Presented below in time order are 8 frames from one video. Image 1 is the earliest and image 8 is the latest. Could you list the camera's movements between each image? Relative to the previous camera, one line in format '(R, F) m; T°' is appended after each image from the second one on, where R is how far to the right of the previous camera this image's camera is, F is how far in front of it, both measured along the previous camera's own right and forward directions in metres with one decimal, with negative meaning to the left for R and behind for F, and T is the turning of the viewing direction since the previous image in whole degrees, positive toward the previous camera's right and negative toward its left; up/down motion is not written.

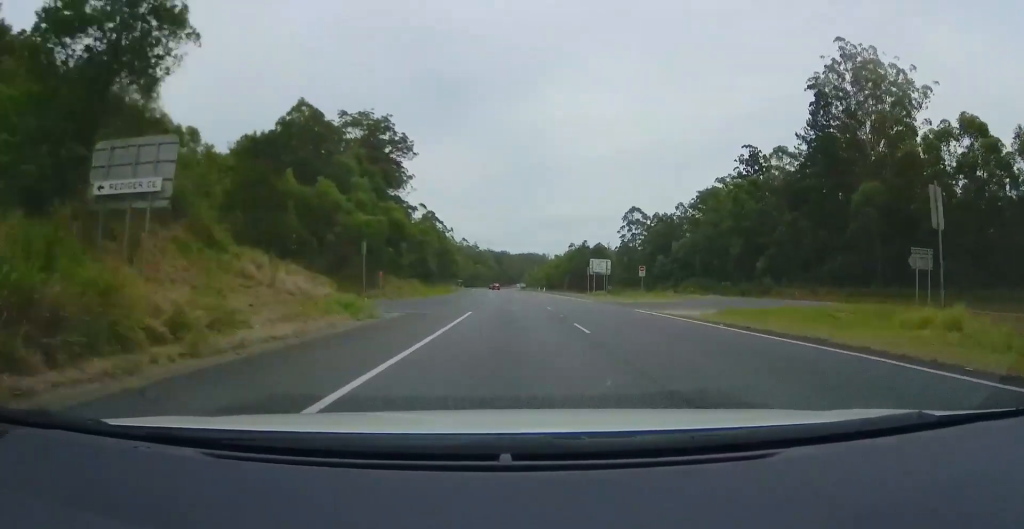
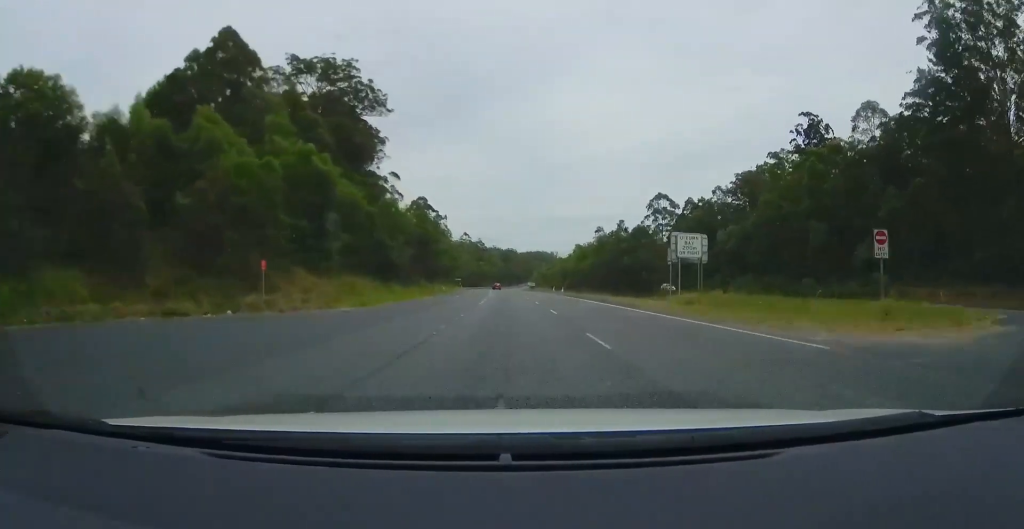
(-0.8, +26.5) m; -2°
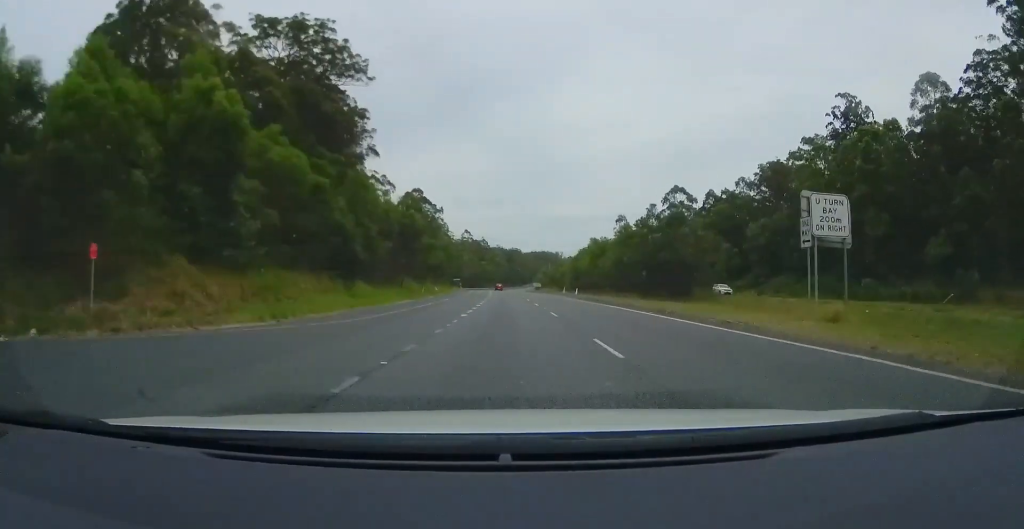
(-0.1, +13.3) m; -1°
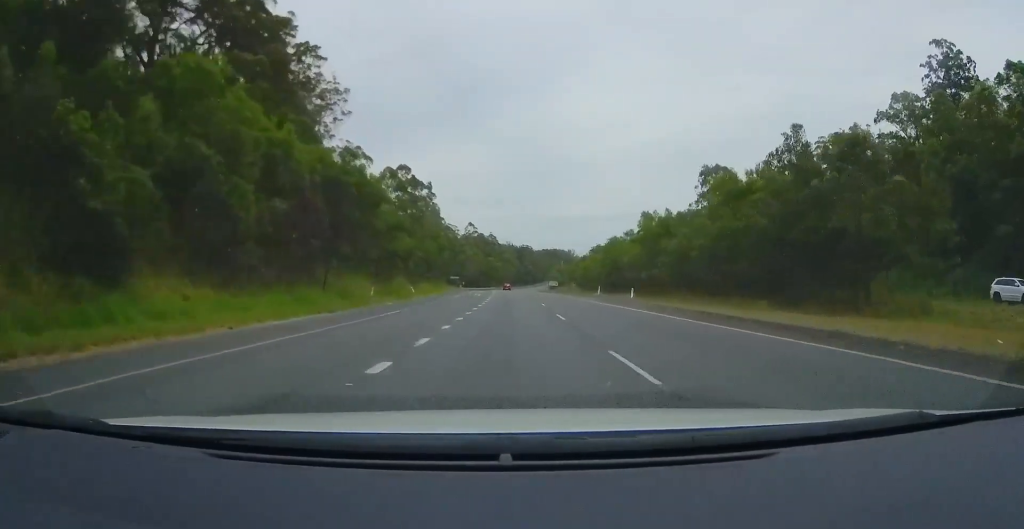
(+0.2, +26.5) m; -1°
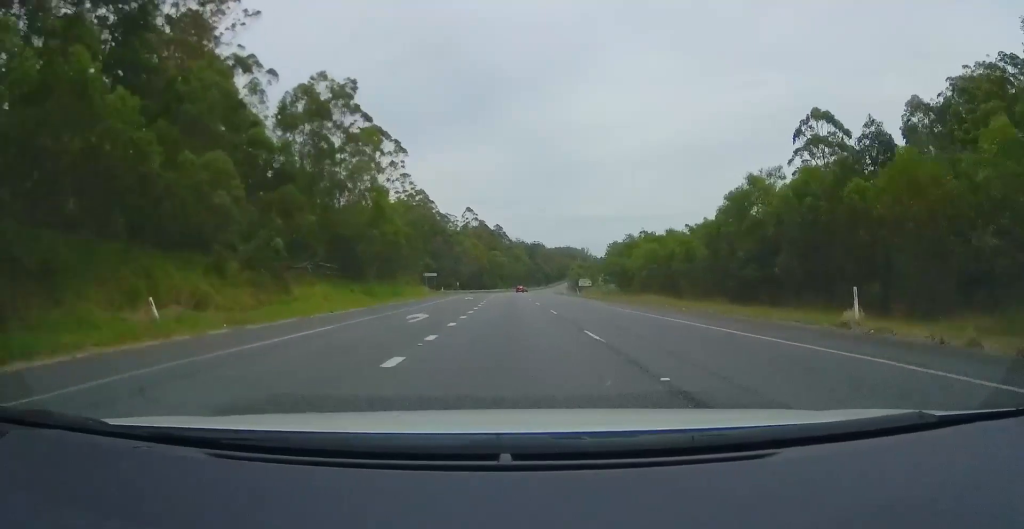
(-0.7, +42.1) m; -1°
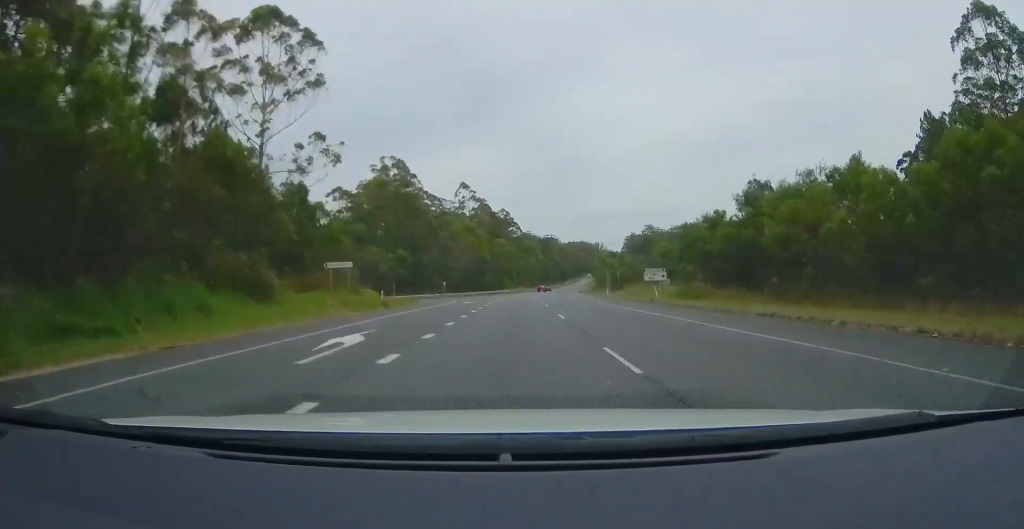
(+0.1, +39.6) m; 0°
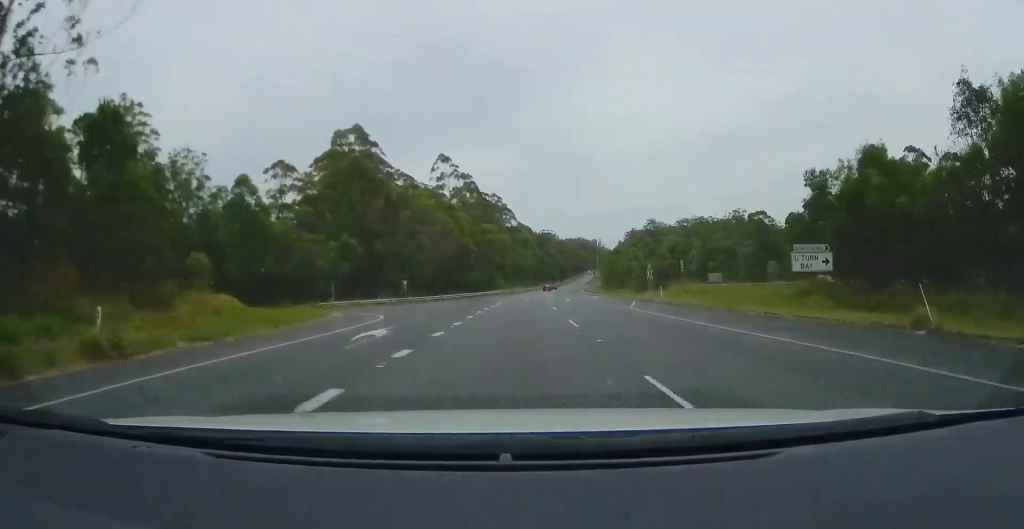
(-0.1, +26.4) m; +1°
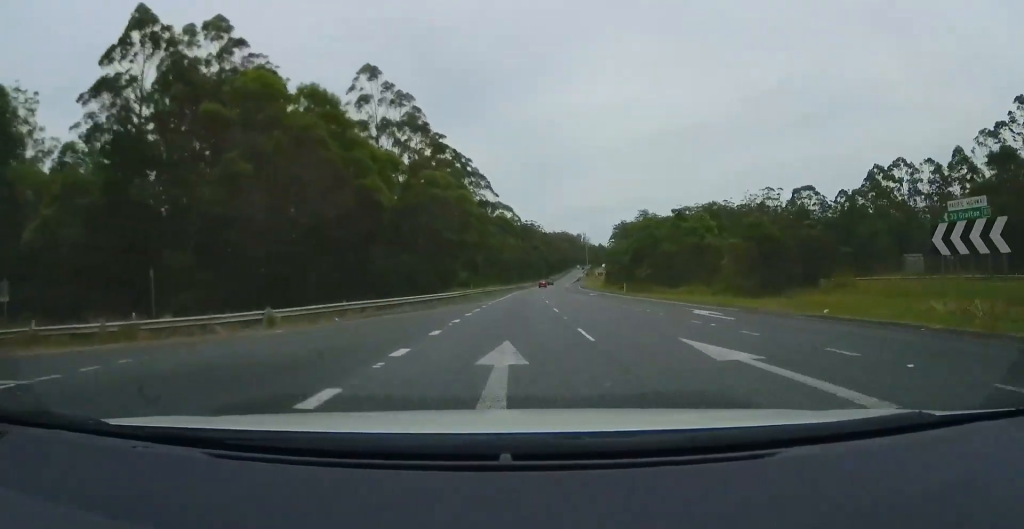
(+0.7, +40.9) m; +3°
